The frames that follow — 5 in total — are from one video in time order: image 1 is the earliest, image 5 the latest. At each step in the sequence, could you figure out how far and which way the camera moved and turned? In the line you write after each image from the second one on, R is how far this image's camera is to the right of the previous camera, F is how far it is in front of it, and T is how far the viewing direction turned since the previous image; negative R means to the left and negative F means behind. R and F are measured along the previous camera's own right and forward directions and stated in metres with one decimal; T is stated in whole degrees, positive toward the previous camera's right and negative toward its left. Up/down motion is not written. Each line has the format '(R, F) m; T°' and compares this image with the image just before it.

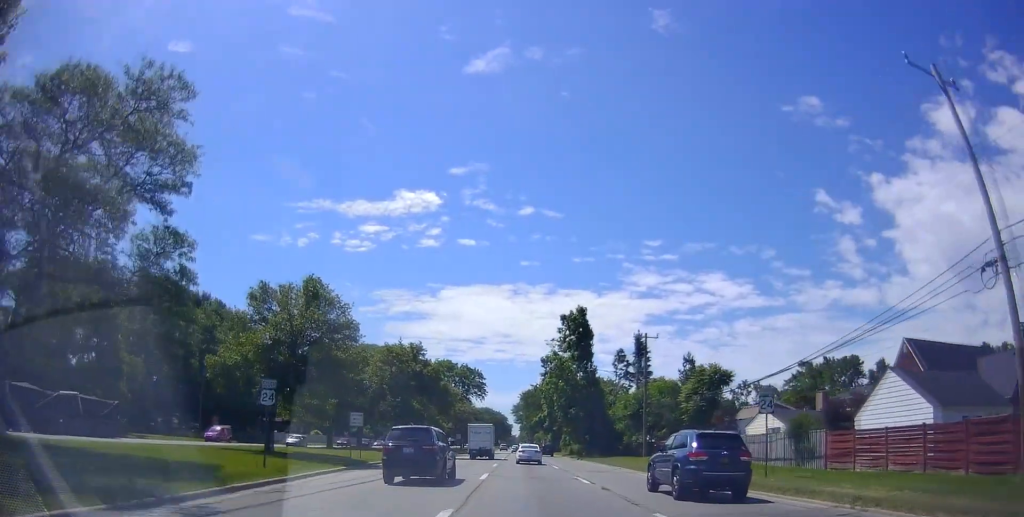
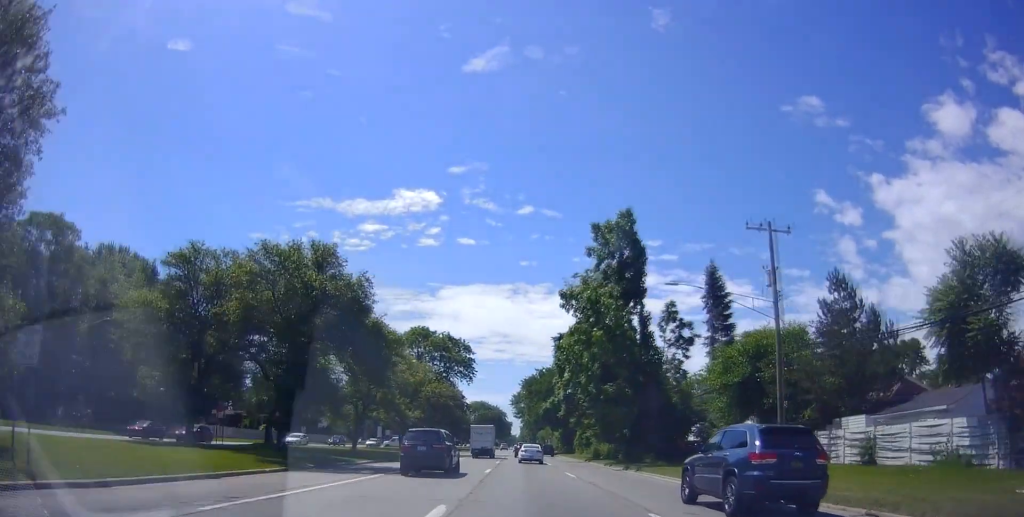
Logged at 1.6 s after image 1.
(0.0, +28.8) m; 0°
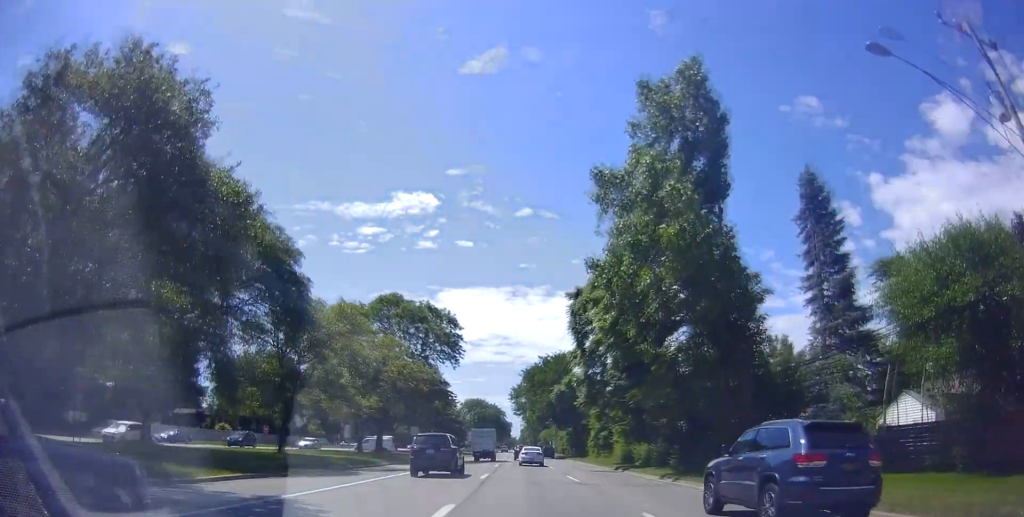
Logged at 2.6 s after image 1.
(0.0, +17.7) m; -1°
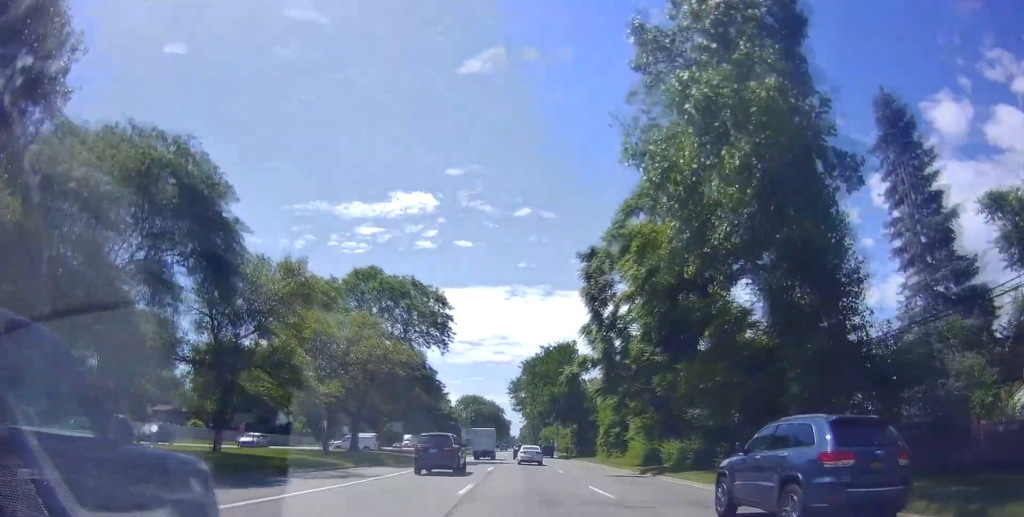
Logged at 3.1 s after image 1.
(-0.1, +8.8) m; 0°
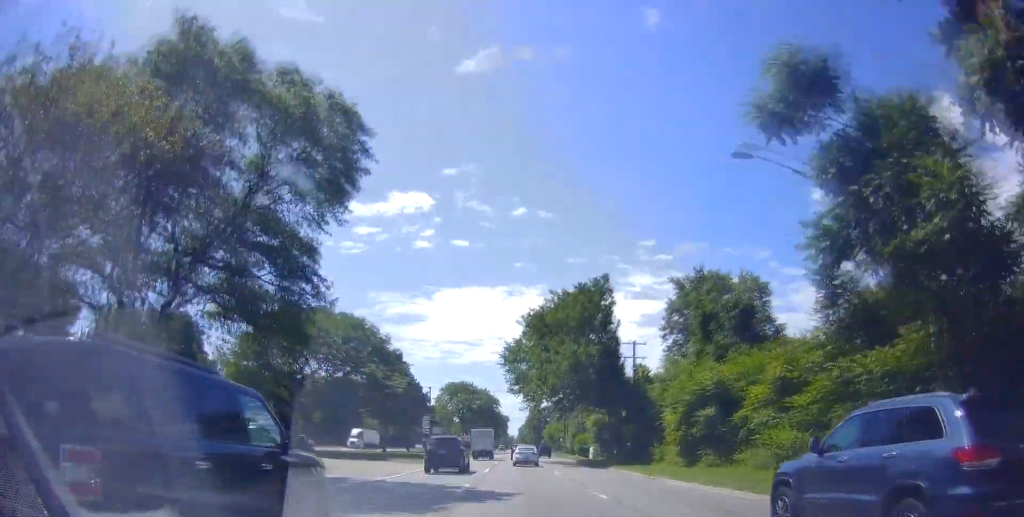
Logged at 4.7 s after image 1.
(+0.1, +30.7) m; +1°
